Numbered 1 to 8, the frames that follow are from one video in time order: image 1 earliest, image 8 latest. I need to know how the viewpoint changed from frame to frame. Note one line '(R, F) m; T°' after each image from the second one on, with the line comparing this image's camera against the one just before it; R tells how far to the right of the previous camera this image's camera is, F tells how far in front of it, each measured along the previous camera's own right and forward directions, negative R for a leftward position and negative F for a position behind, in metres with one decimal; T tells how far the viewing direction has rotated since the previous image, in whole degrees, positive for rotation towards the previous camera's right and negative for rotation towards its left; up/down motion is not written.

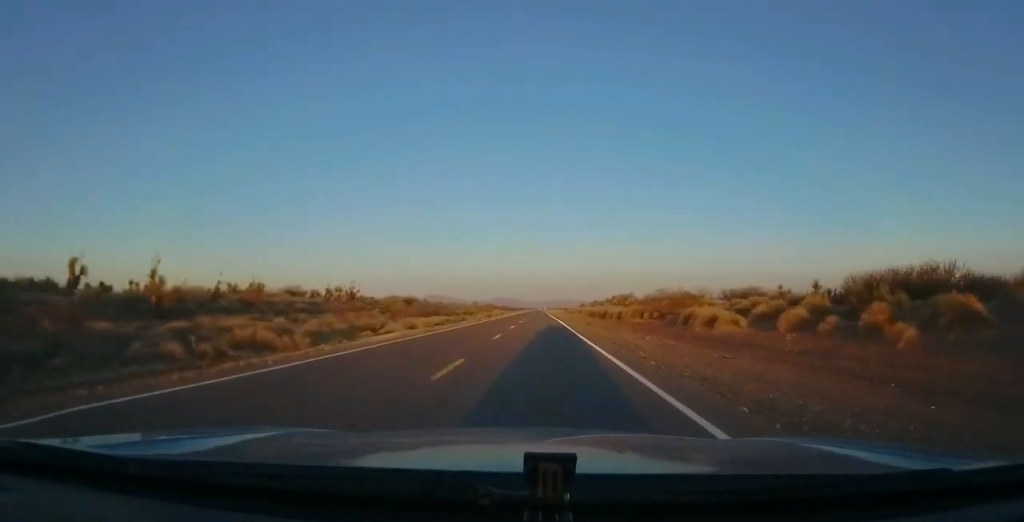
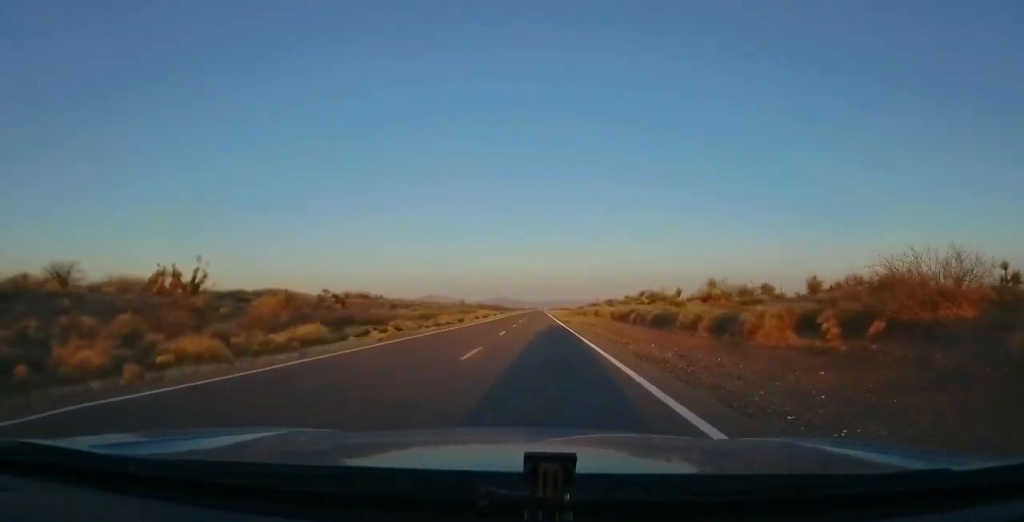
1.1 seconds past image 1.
(+0.3, +32.2) m; +1°
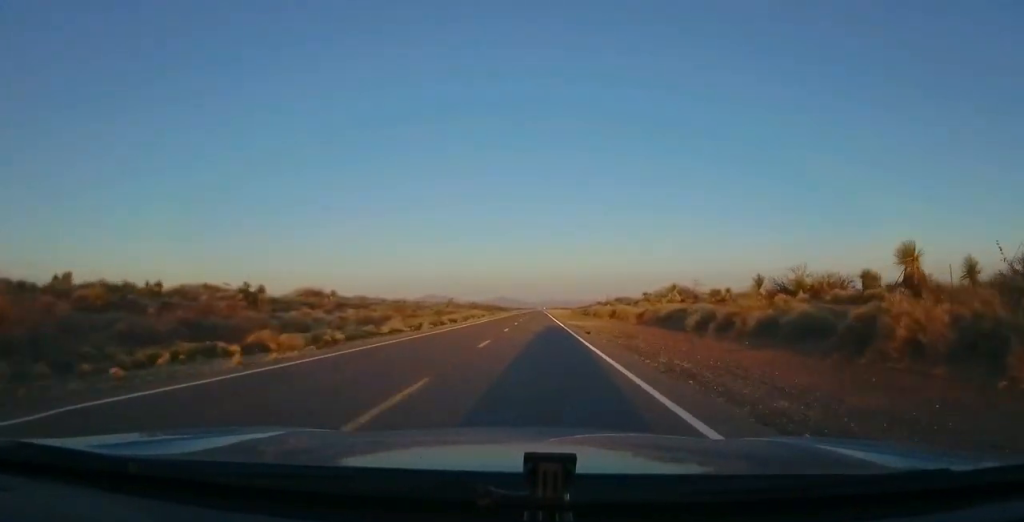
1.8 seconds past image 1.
(+0.1, +19.5) m; 0°
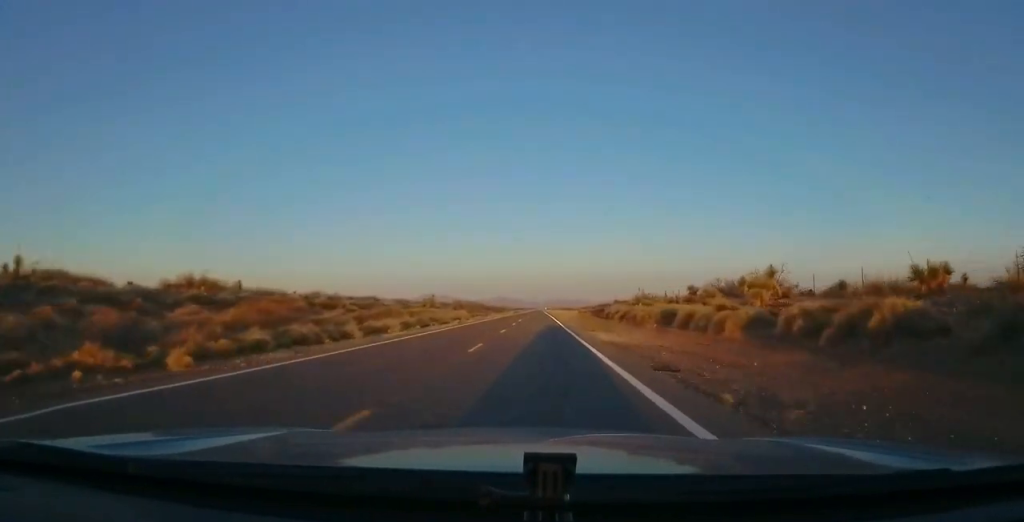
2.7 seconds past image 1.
(-0.1, +26.4) m; -1°
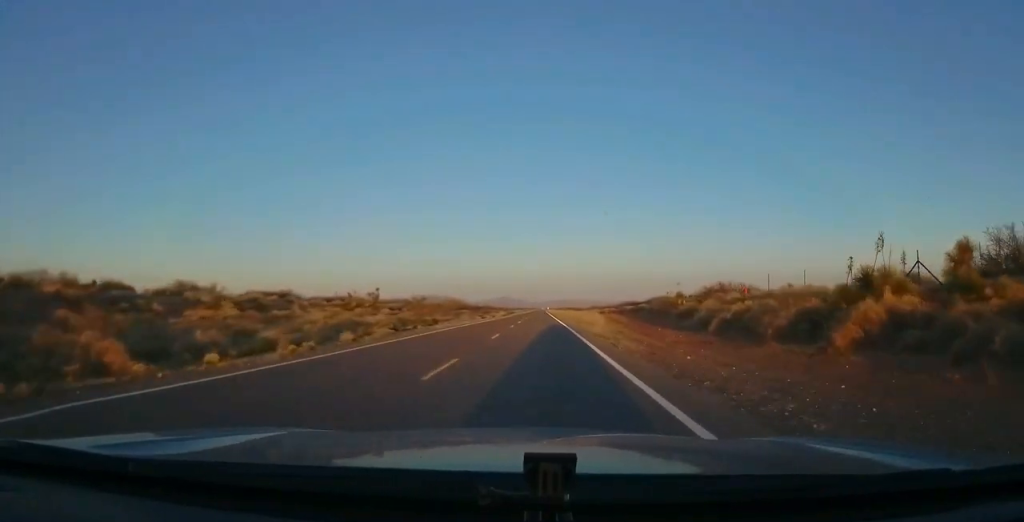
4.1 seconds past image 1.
(-0.1, +42.0) m; +1°
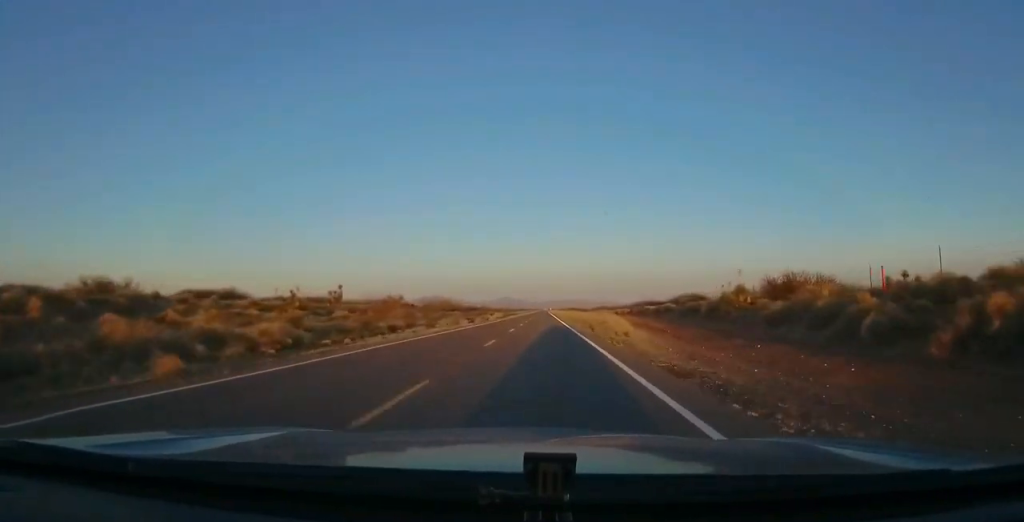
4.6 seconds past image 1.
(+0.1, +15.6) m; 0°
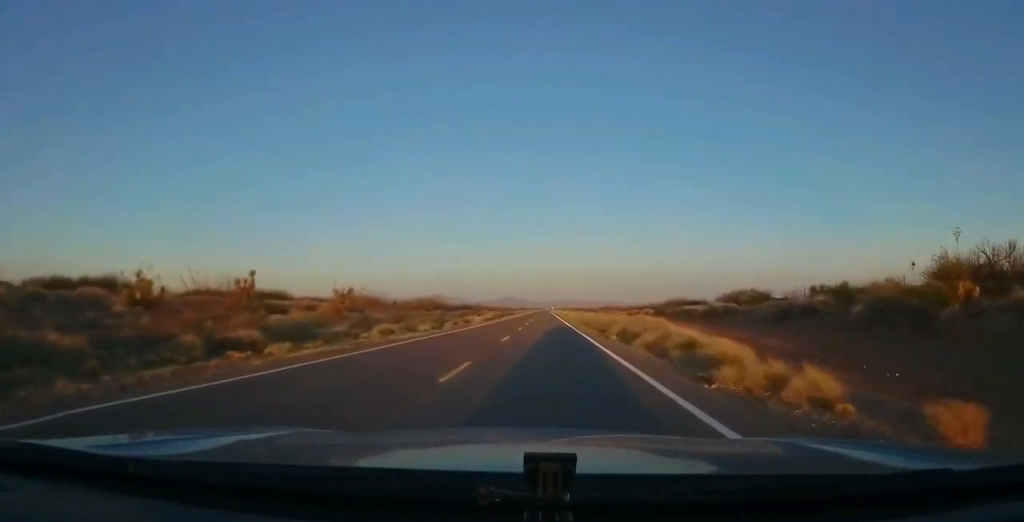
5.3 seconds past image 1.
(+0.2, +20.6) m; -1°
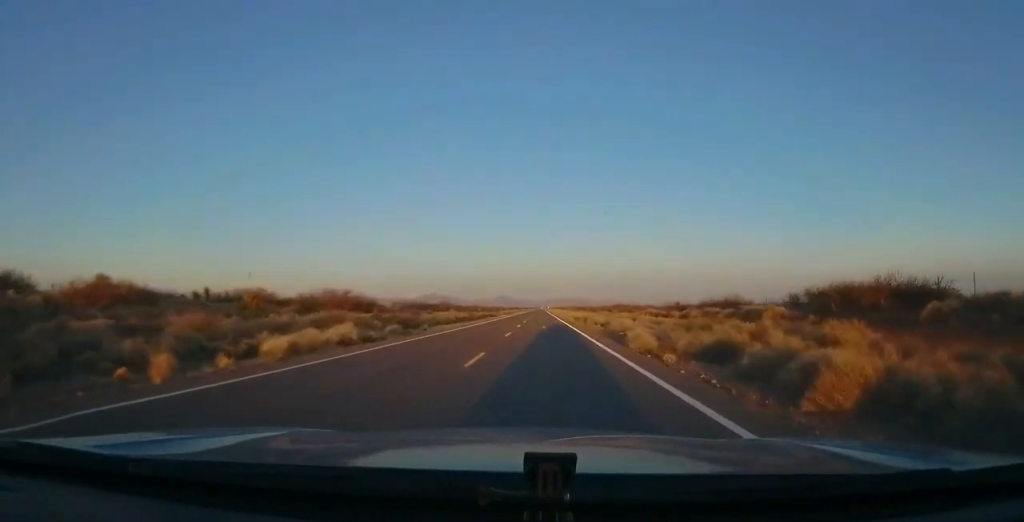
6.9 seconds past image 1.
(-0.4, +45.8) m; 0°
